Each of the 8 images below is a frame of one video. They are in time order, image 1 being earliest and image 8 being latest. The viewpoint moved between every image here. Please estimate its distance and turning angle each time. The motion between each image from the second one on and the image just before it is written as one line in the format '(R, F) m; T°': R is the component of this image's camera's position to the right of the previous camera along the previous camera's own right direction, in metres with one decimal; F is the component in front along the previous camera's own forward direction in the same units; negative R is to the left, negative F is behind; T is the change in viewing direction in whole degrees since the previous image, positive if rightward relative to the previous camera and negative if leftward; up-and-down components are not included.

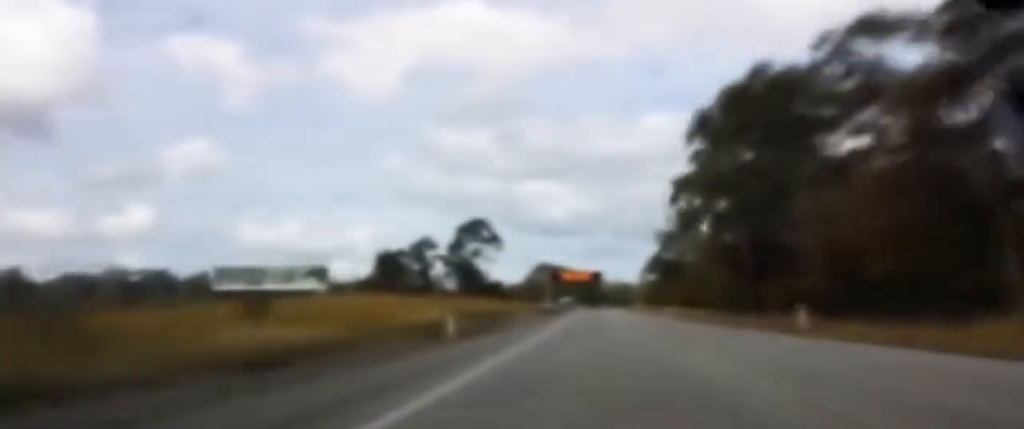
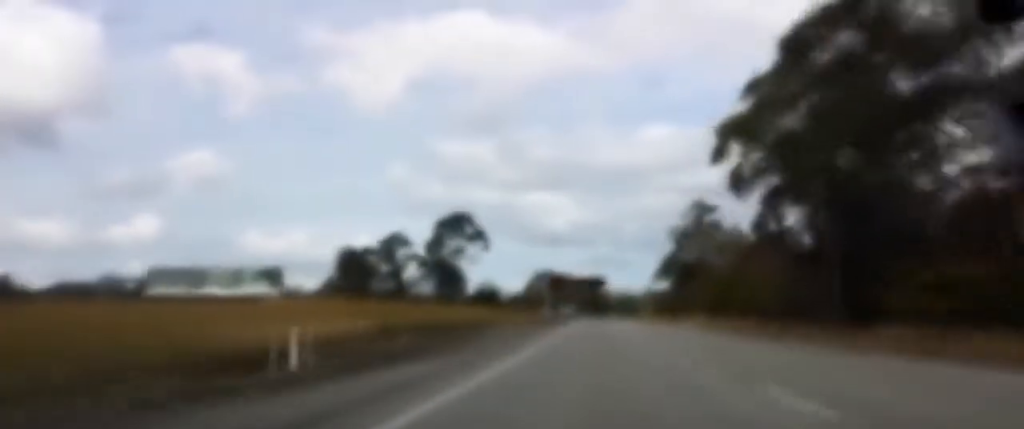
(-0.1, +19.3) m; 0°
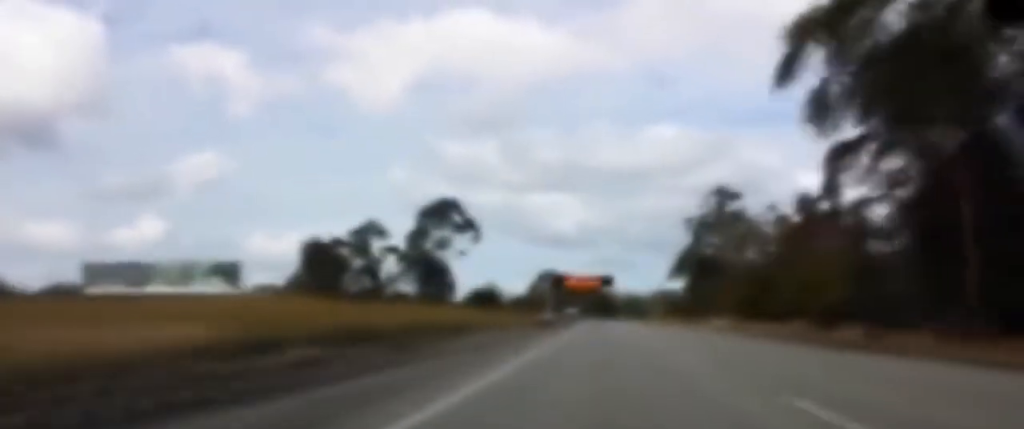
(+0.1, +12.8) m; 0°
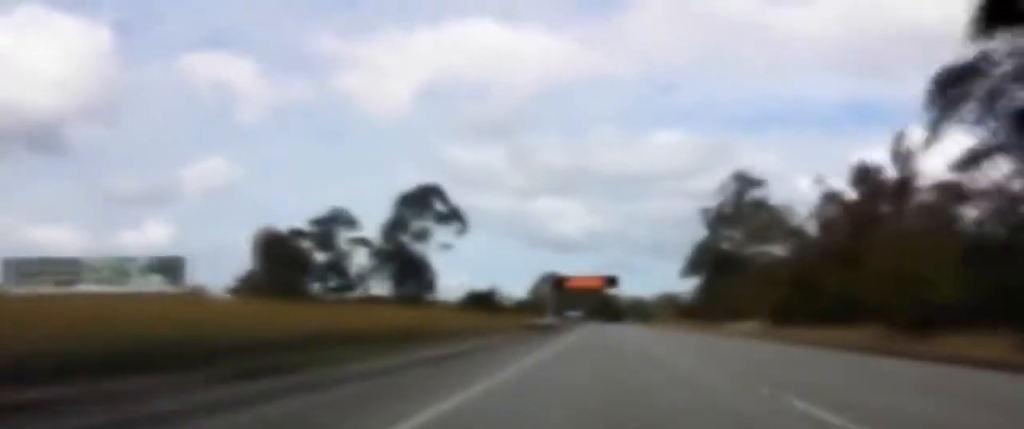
(+0.1, +11.8) m; 0°
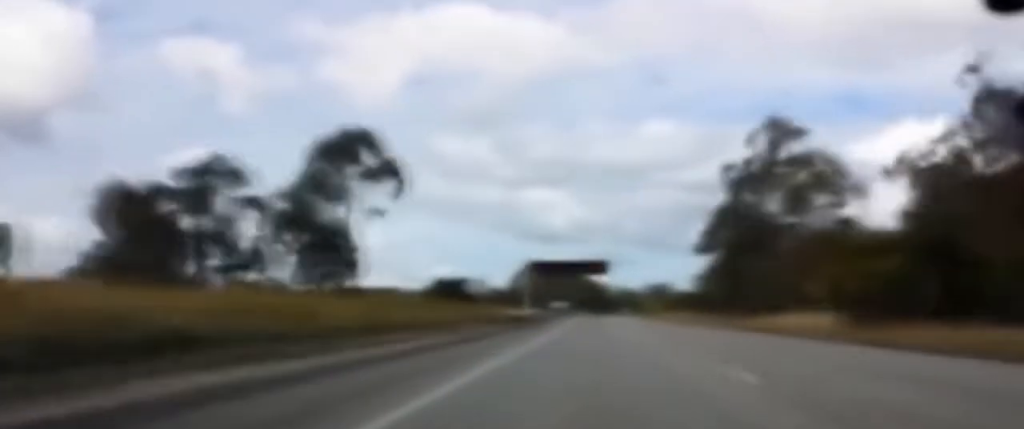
(0.0, +19.0) m; -1°
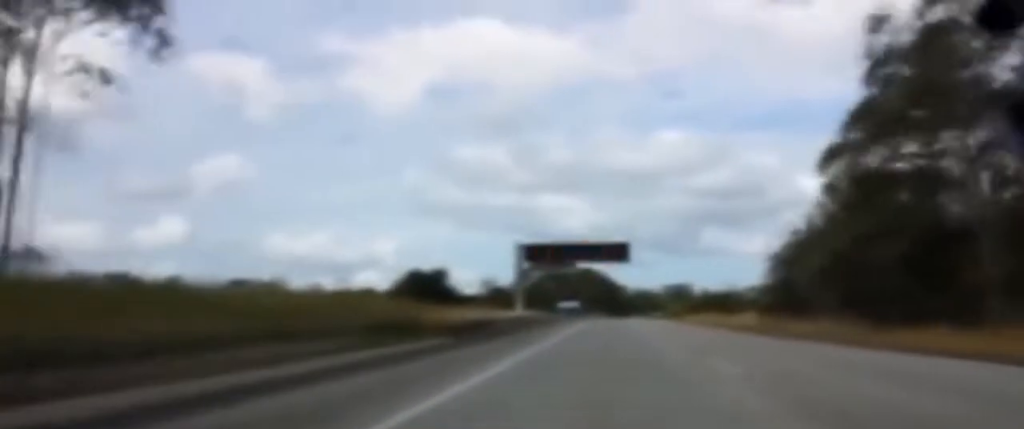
(-0.5, +33.4) m; -1°
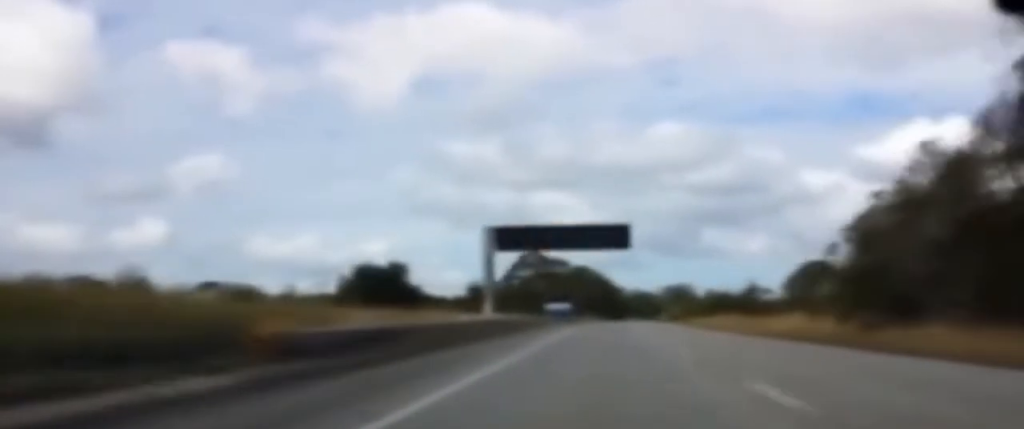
(0.0, +16.4) m; +1°
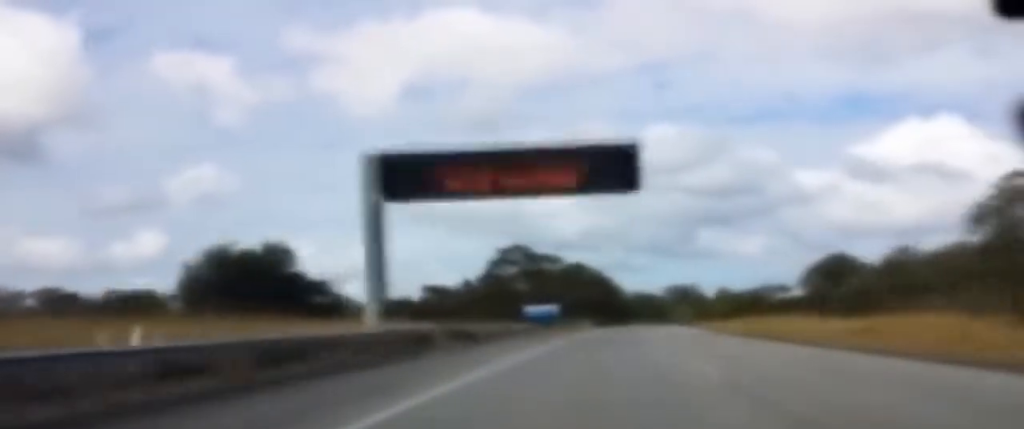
(+0.6, +32.2) m; +2°
